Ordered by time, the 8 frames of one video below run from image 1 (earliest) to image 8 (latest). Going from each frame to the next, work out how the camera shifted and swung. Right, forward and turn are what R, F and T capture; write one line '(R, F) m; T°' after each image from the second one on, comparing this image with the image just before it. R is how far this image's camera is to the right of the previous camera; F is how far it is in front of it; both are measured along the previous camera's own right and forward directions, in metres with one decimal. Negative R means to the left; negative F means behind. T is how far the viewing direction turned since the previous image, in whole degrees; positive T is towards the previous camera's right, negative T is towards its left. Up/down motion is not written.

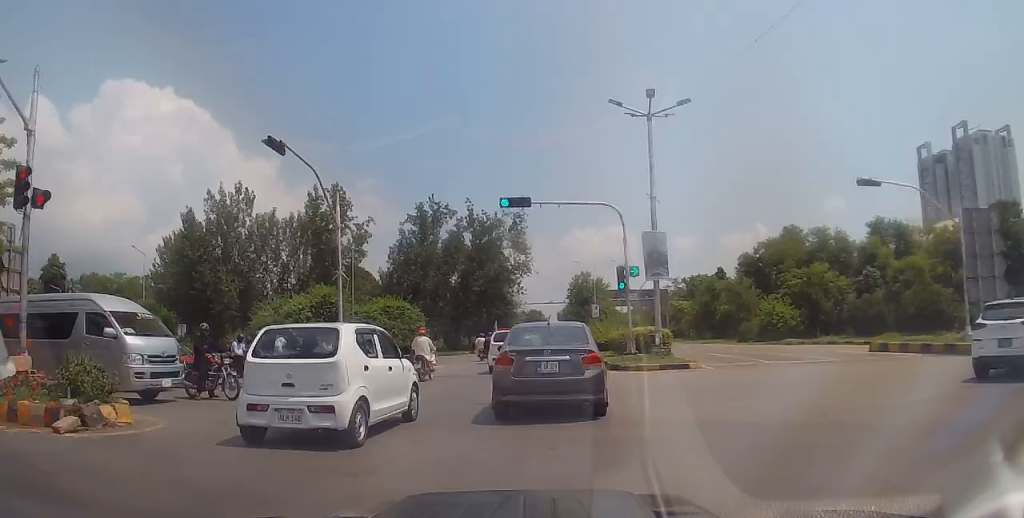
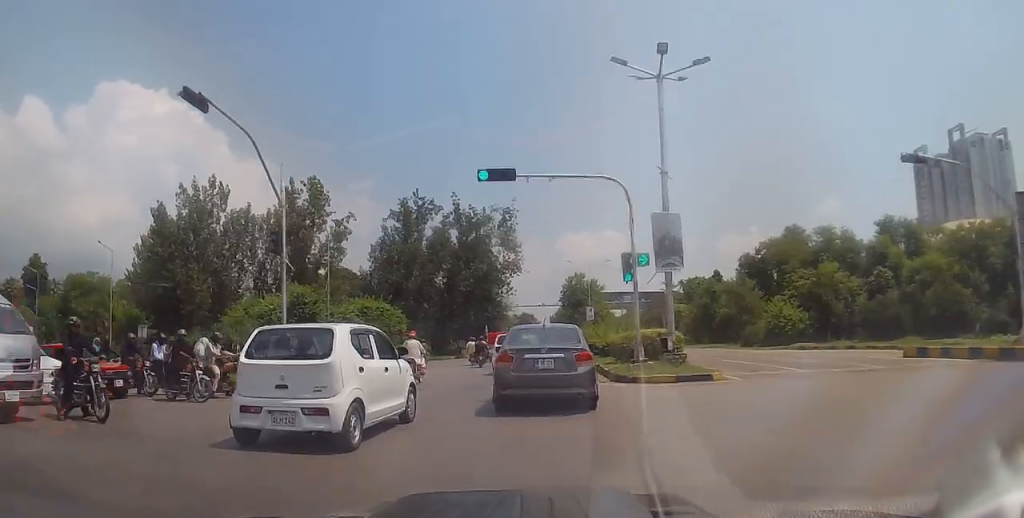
(+0.2, +4.1) m; +2°
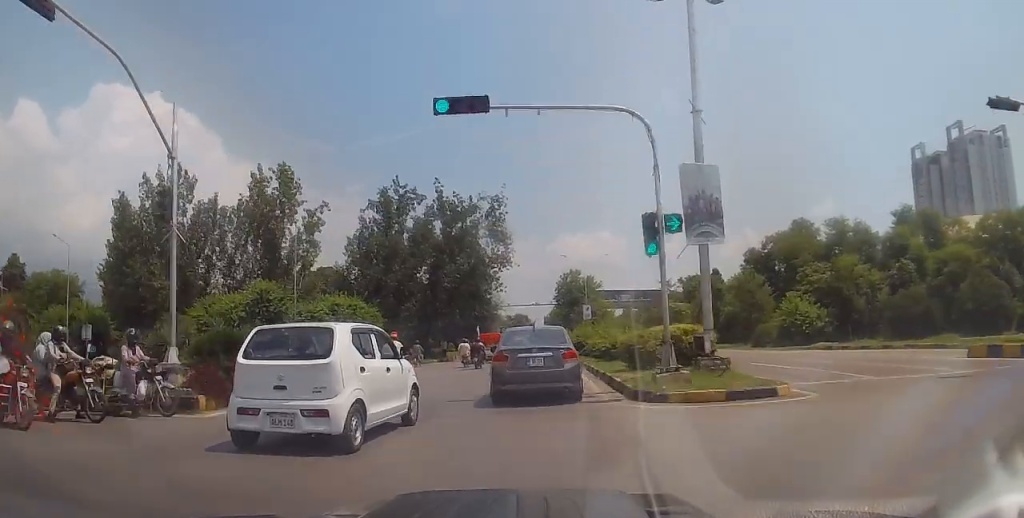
(+0.1, +5.5) m; -3°
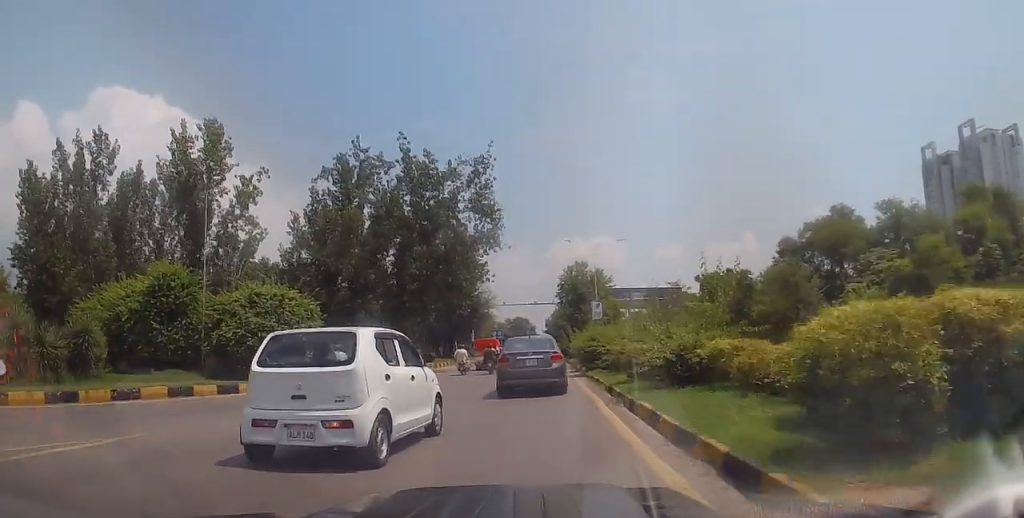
(-1.0, +12.6) m; -2°
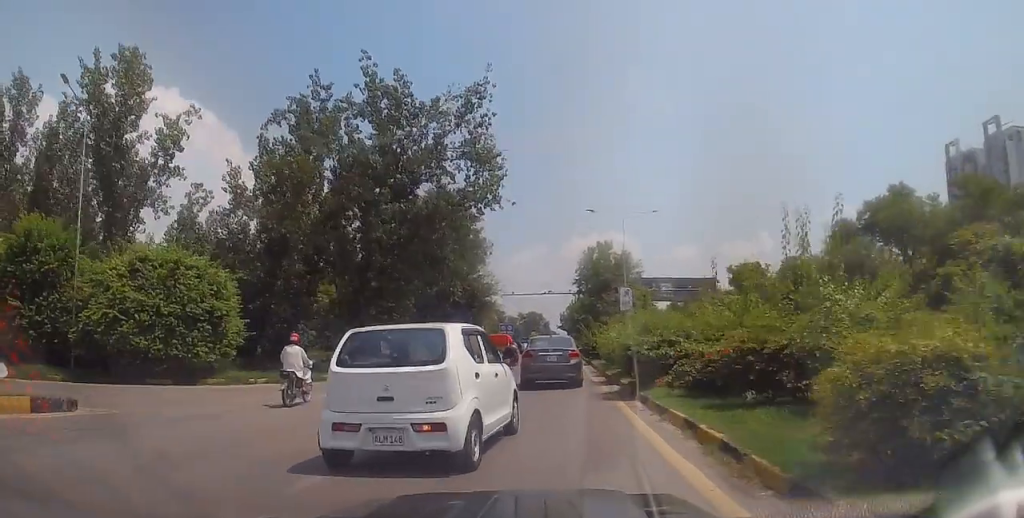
(+0.9, +11.1) m; +3°
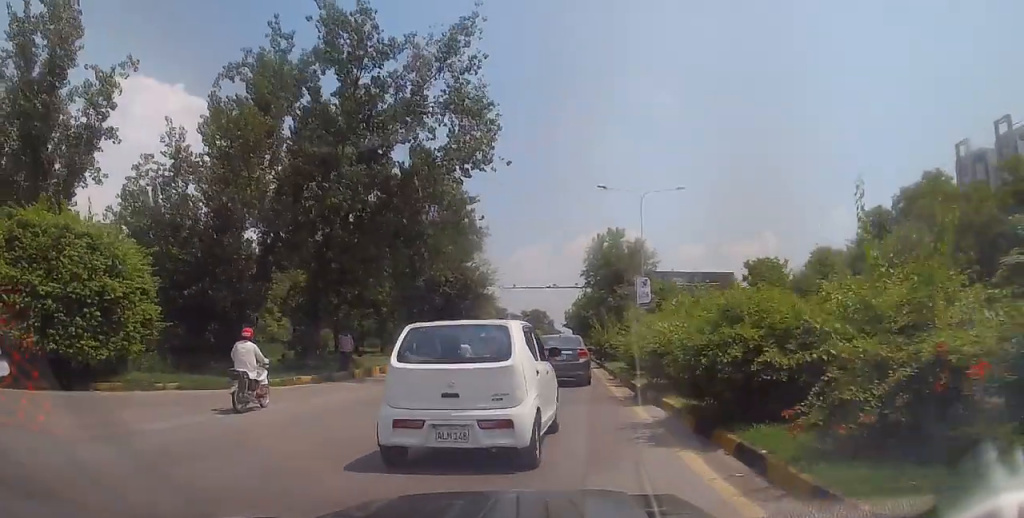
(-0.1, +6.1) m; -2°
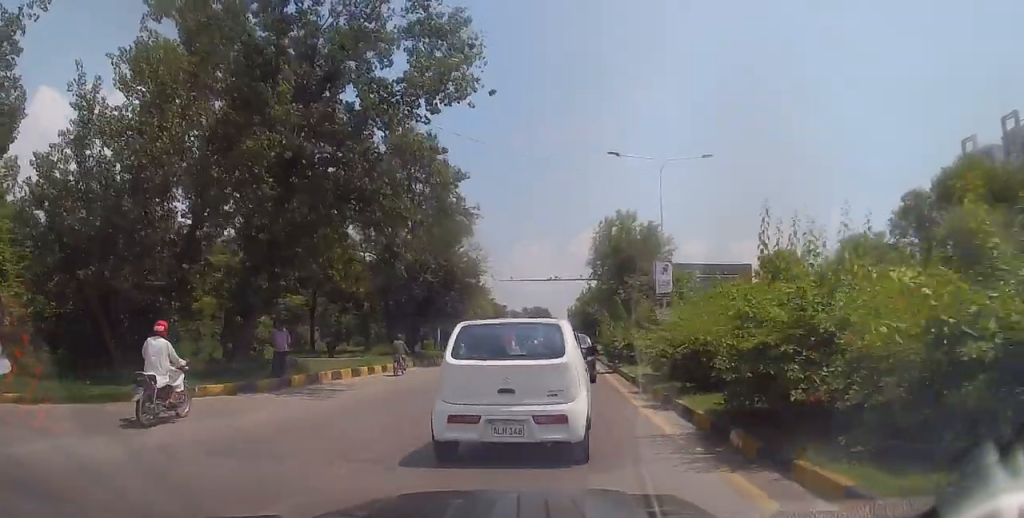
(-0.1, +6.3) m; -1°
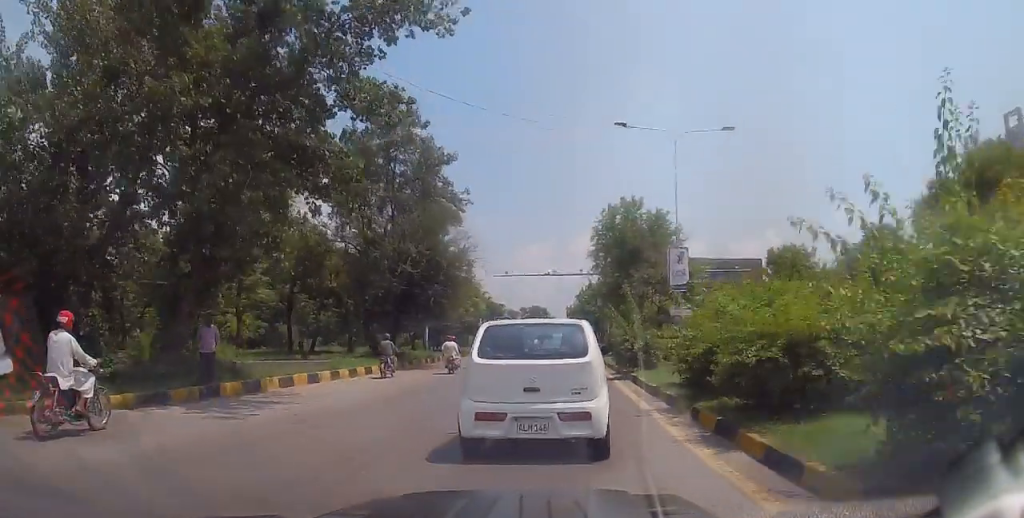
(0.0, +4.1) m; 0°
